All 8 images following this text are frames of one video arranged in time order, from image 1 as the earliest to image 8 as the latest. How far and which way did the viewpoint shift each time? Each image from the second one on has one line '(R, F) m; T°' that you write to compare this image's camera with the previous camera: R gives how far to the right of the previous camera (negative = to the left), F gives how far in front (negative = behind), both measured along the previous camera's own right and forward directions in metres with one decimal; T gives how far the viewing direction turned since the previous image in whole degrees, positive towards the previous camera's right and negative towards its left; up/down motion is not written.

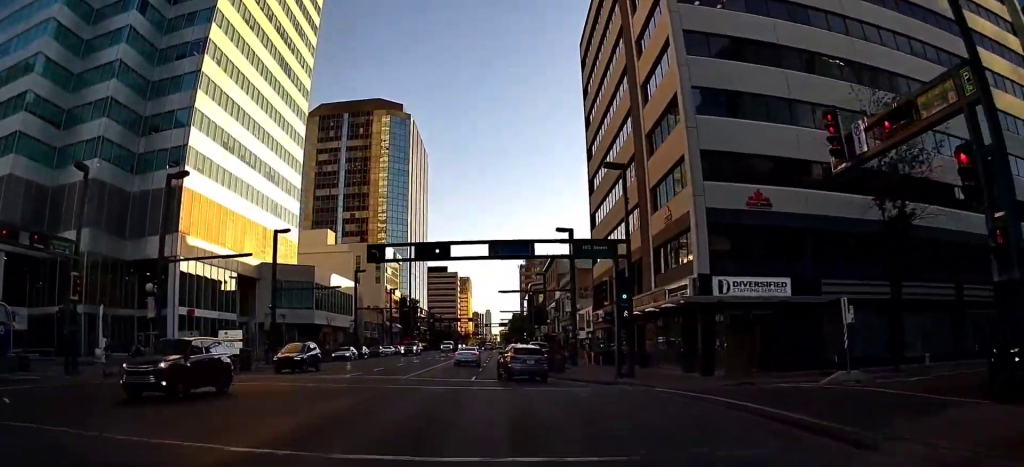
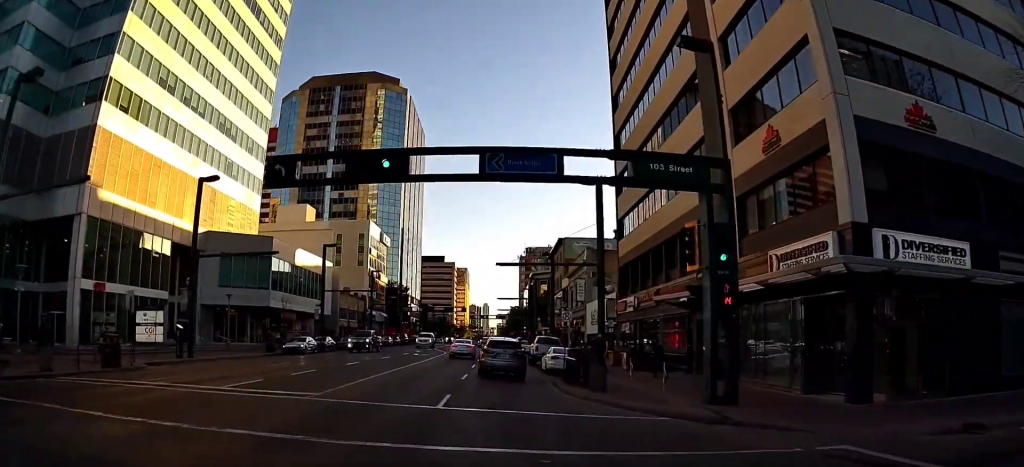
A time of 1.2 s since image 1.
(+0.4, +14.0) m; +1°
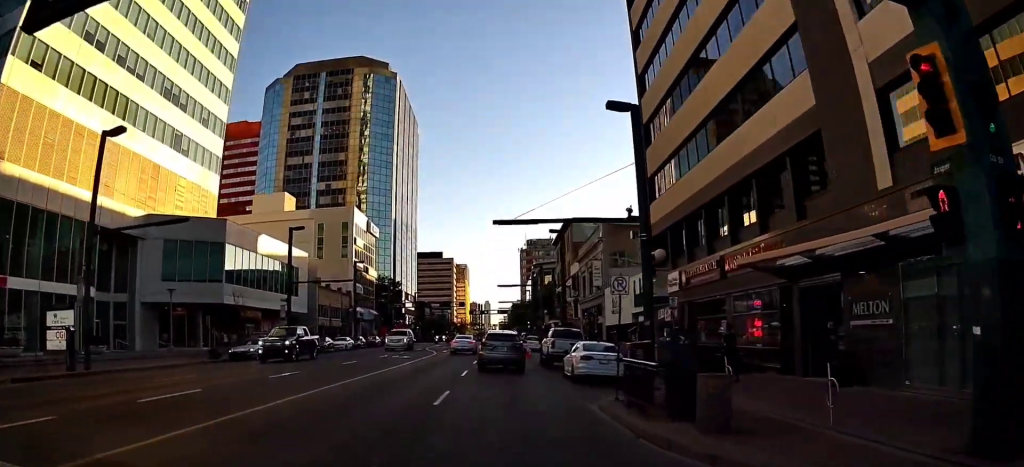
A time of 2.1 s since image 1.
(-0.2, +10.6) m; -1°
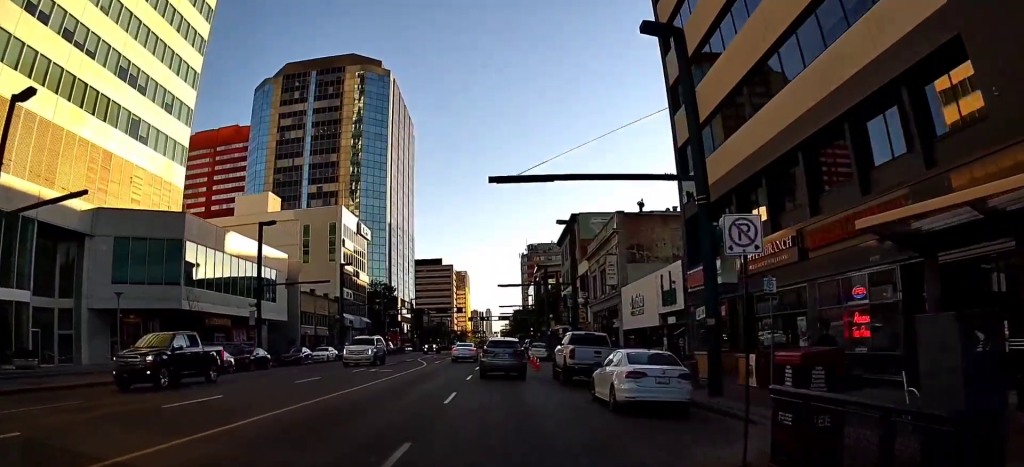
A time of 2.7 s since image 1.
(0.0, +7.2) m; 0°
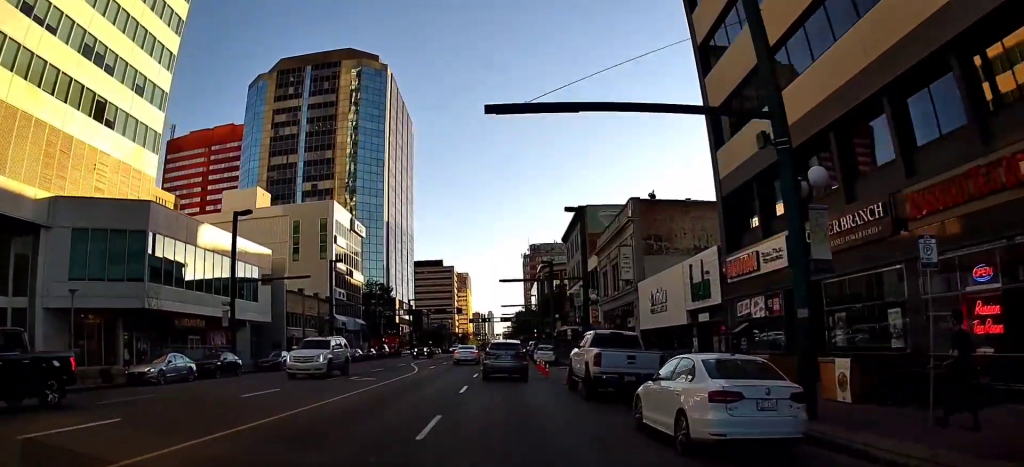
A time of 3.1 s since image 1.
(0.0, +4.9) m; 0°
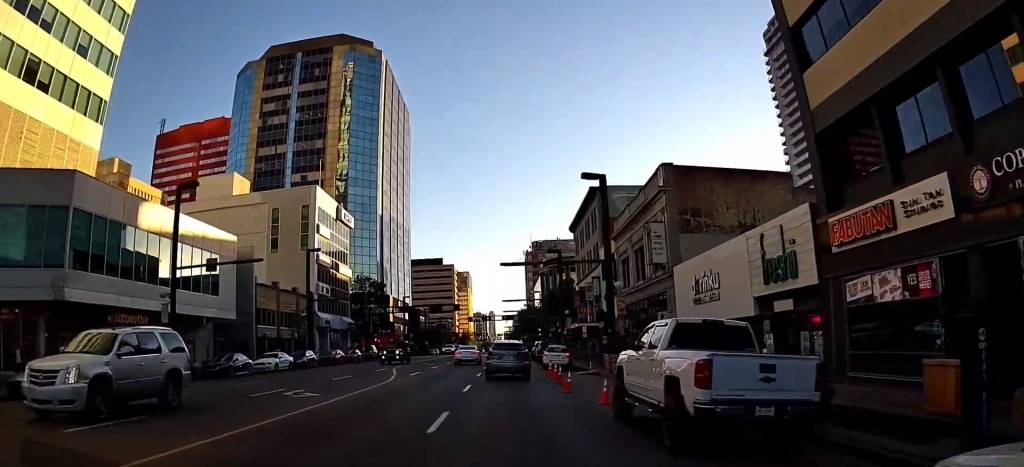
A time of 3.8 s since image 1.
(0.0, +8.3) m; +1°
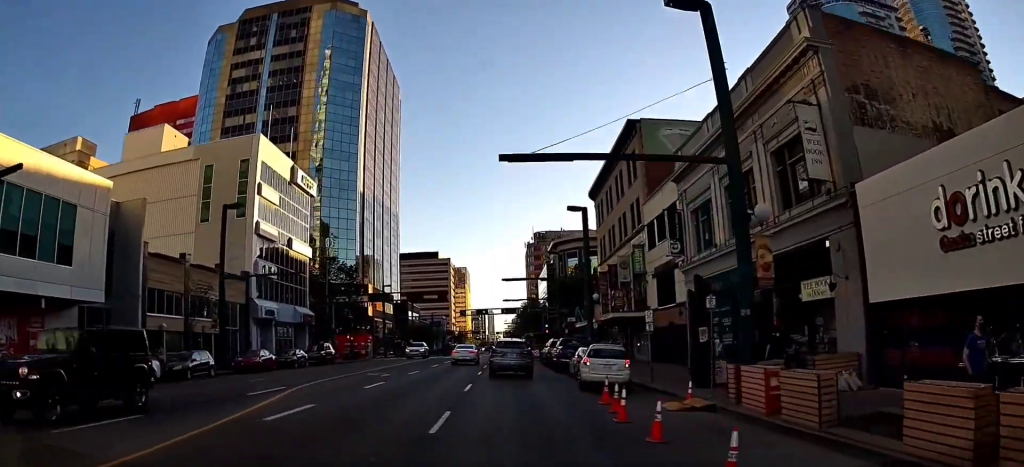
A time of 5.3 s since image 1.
(+0.2, +17.9) m; -1°
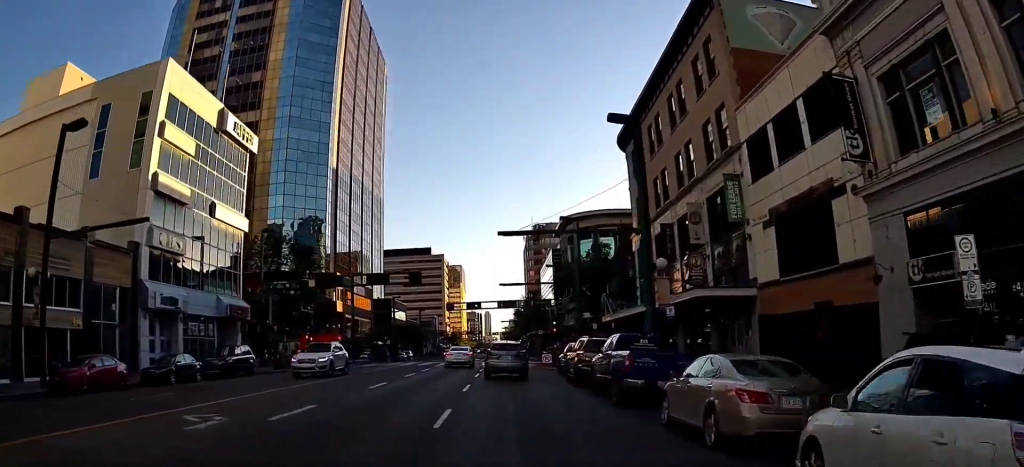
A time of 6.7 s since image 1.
(-0.5, +16.6) m; -1°
